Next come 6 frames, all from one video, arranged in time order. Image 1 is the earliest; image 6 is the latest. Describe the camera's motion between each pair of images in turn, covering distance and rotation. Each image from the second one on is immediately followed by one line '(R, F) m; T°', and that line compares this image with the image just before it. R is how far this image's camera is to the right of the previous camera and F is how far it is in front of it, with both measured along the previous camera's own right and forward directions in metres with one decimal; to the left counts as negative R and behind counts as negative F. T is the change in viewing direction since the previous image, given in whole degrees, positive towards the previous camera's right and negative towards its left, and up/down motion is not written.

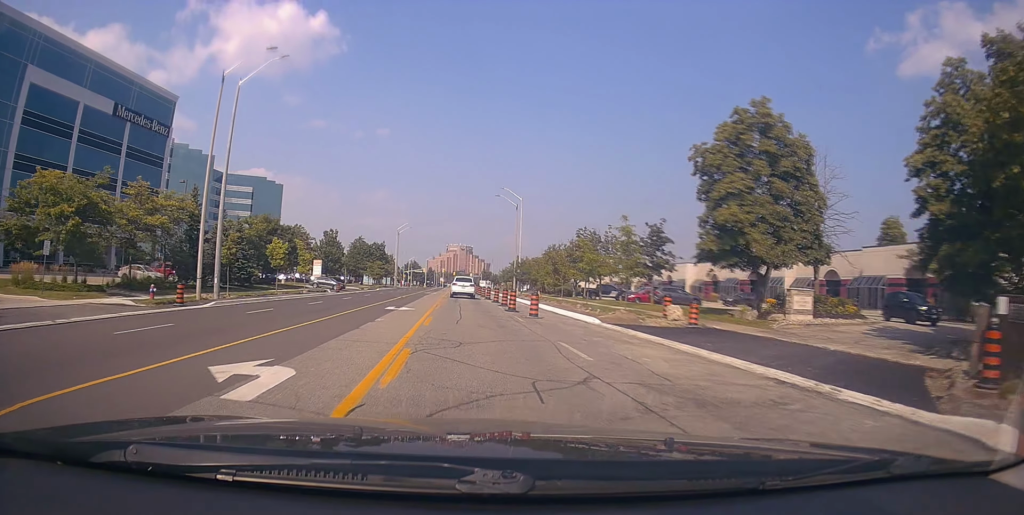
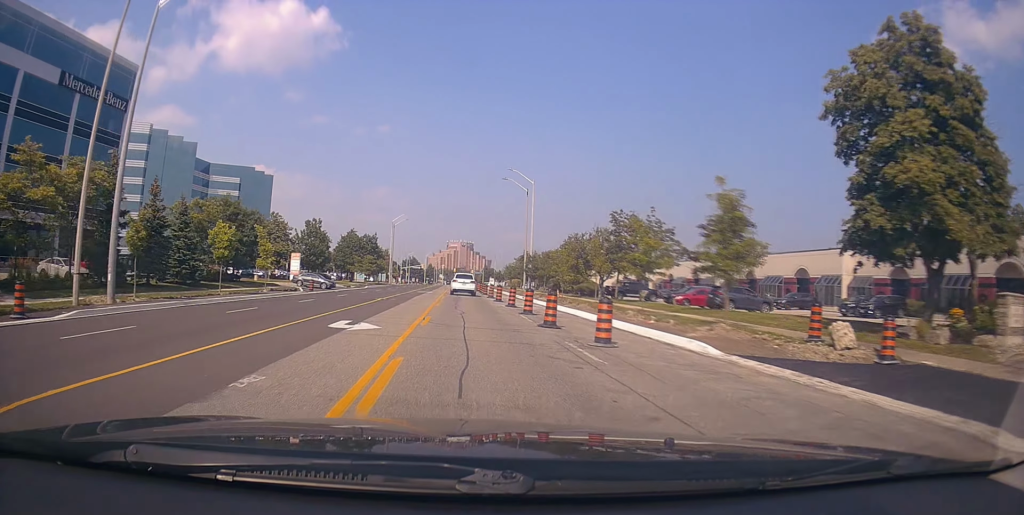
(+0.2, +10.8) m; 0°
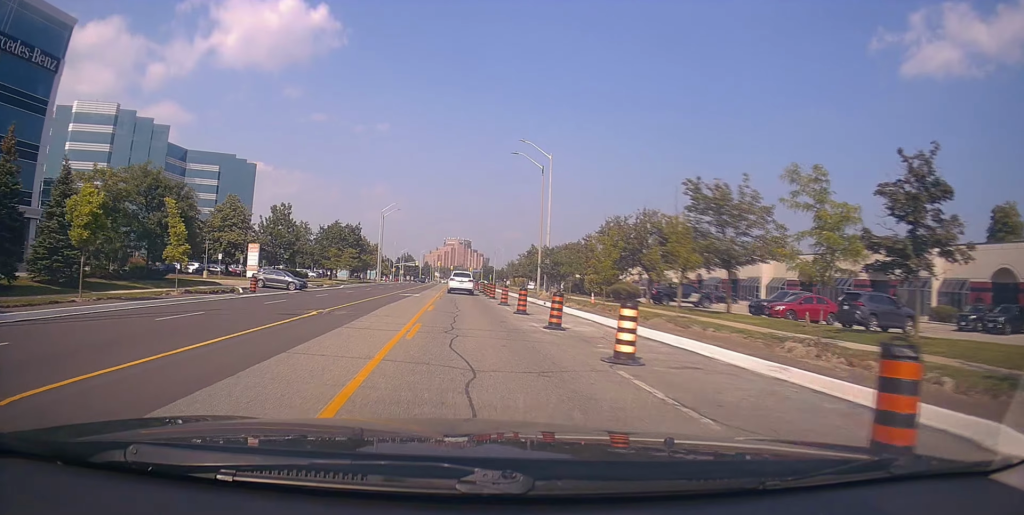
(-0.4, +13.8) m; -2°
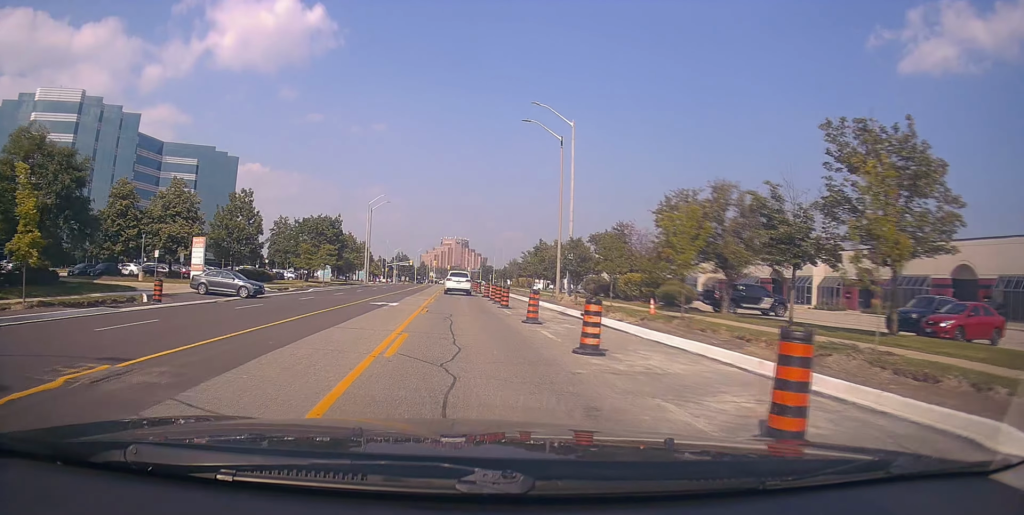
(-0.1, +12.0) m; +1°
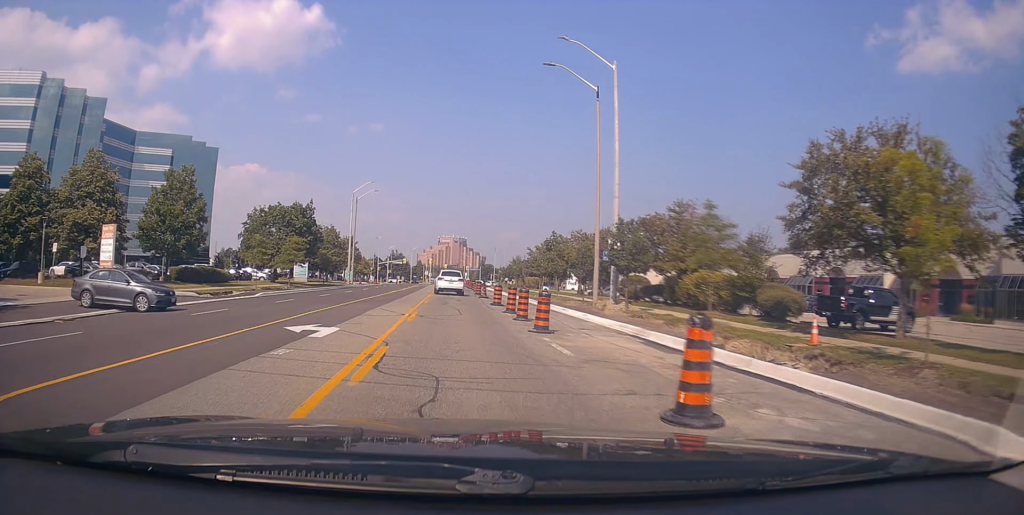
(+0.2, +12.7) m; +1°
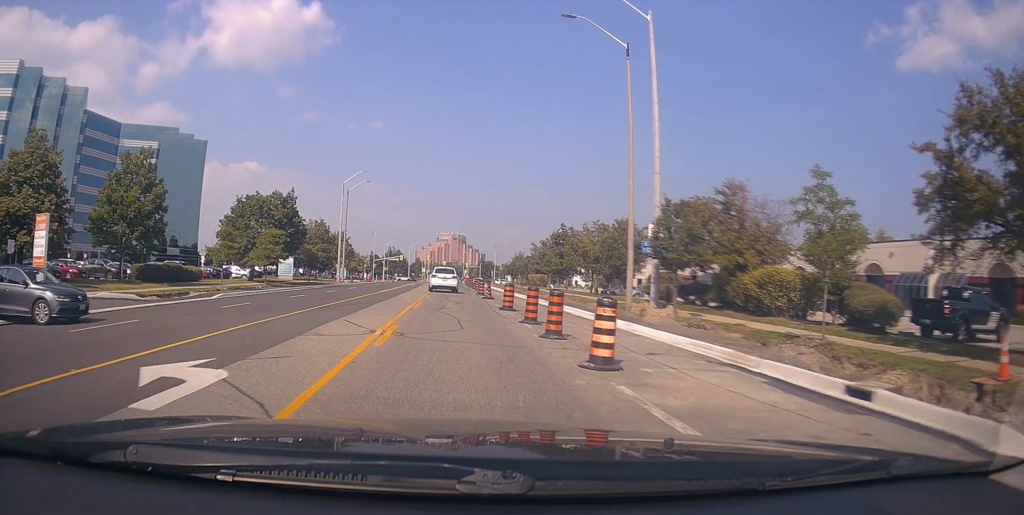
(0.0, +6.4) m; 0°
